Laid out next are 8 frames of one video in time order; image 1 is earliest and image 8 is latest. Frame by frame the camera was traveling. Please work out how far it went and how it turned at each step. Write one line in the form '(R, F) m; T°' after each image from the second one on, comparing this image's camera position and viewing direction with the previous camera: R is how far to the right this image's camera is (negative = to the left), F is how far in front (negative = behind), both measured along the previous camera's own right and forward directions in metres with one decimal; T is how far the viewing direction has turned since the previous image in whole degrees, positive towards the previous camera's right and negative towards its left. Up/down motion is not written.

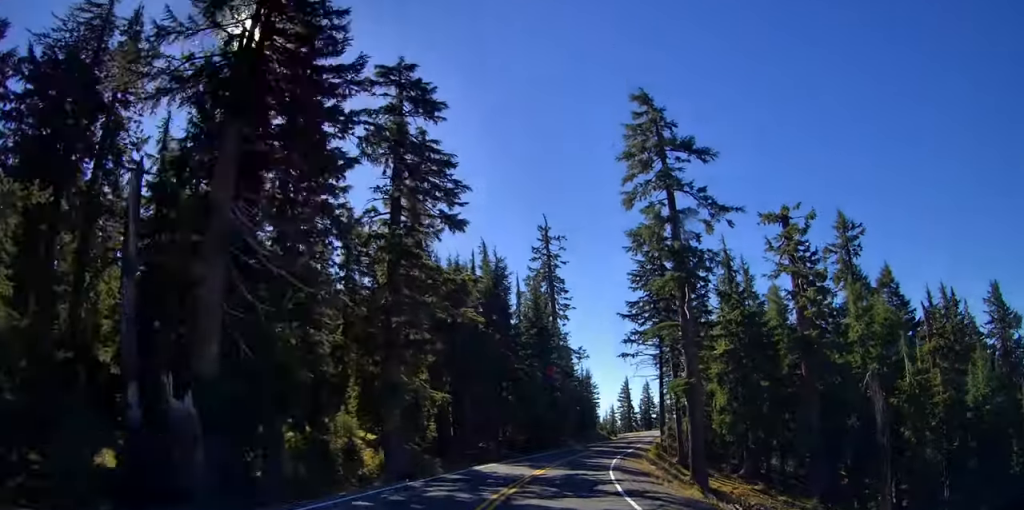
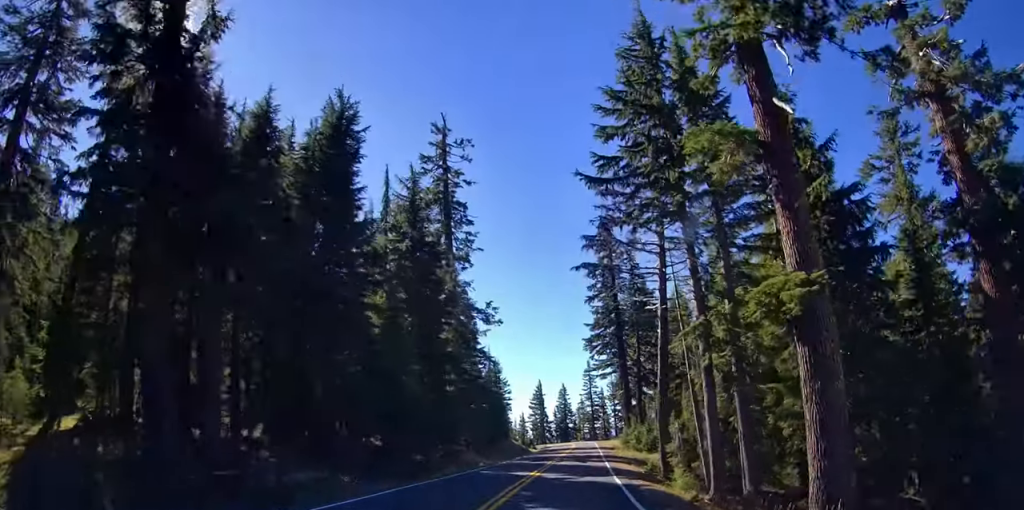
(+1.6, +31.1) m; +5°
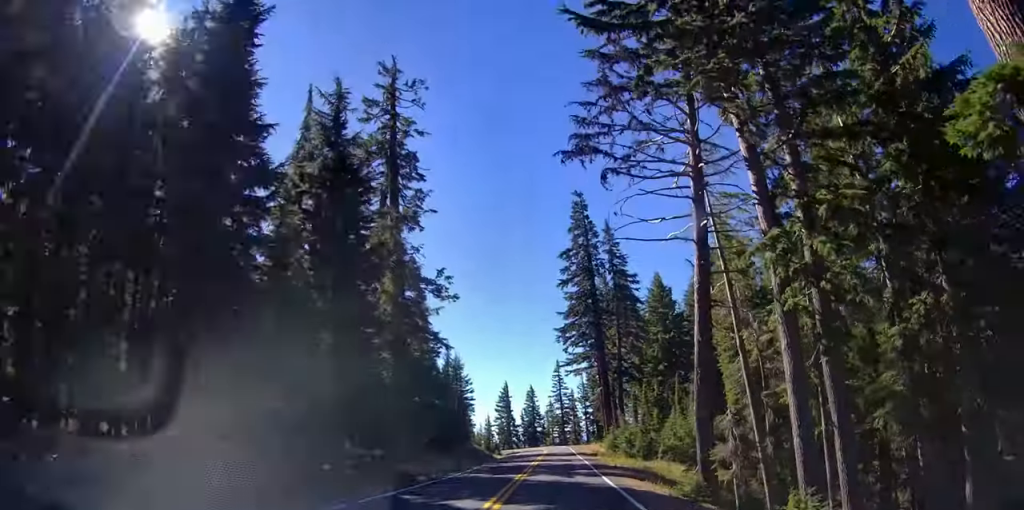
(+0.4, +10.5) m; +2°
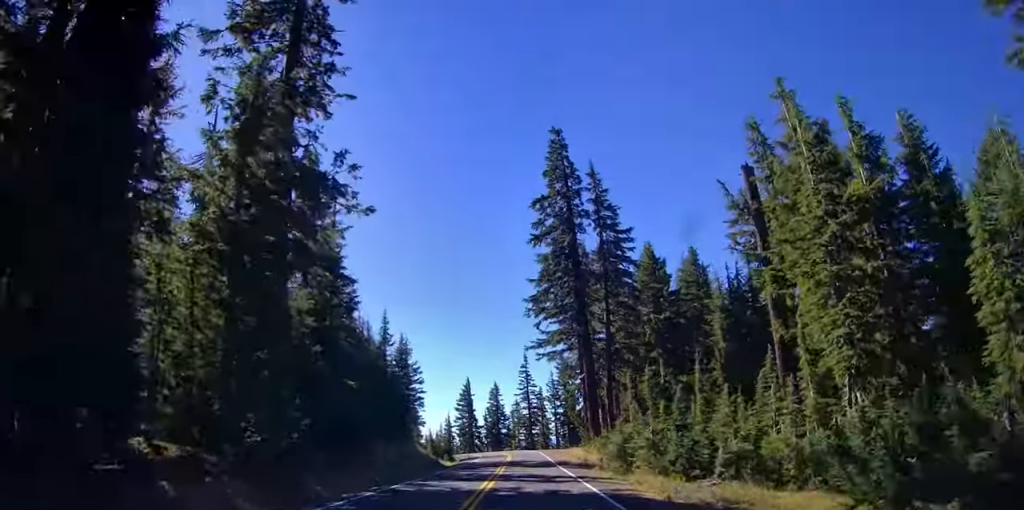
(+0.3, +16.5) m; +2°
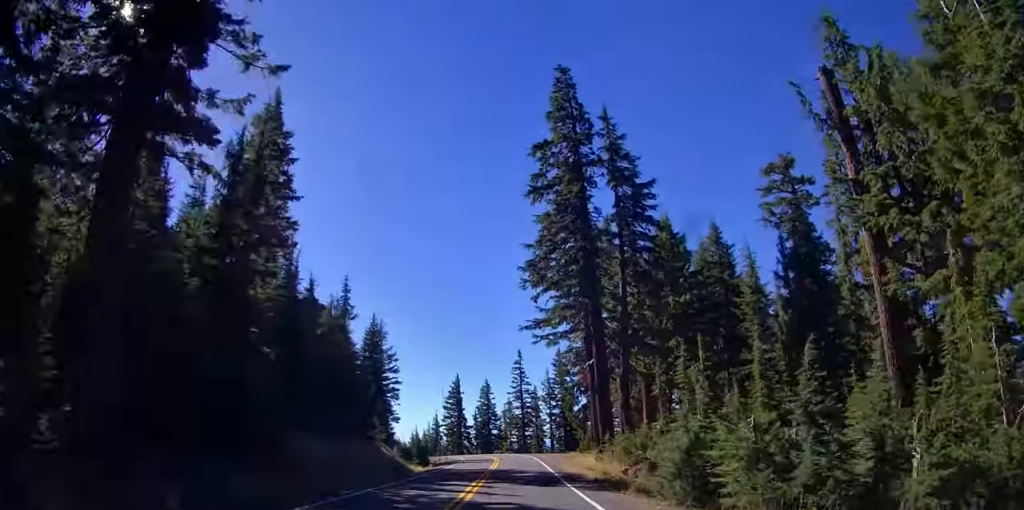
(-0.1, +11.2) m; +2°
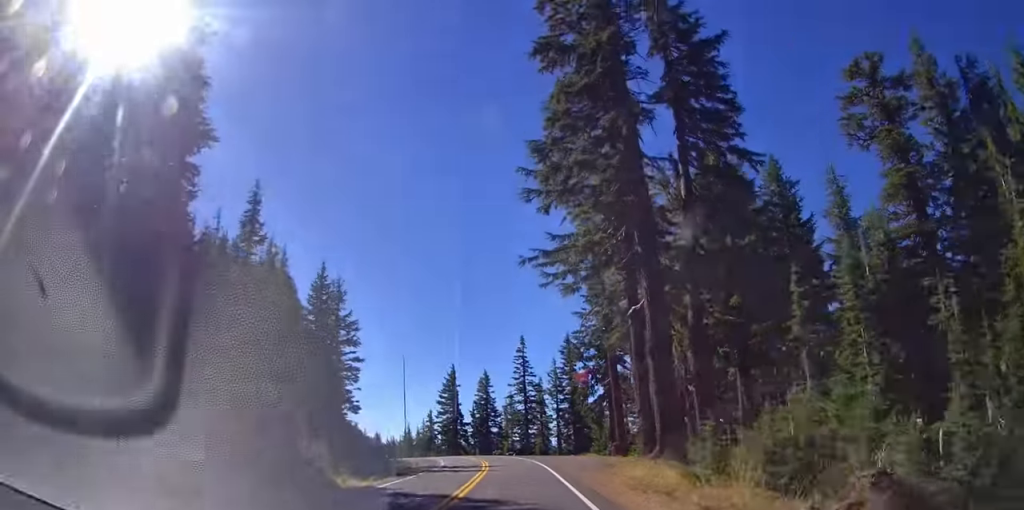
(+0.7, +17.0) m; +3°
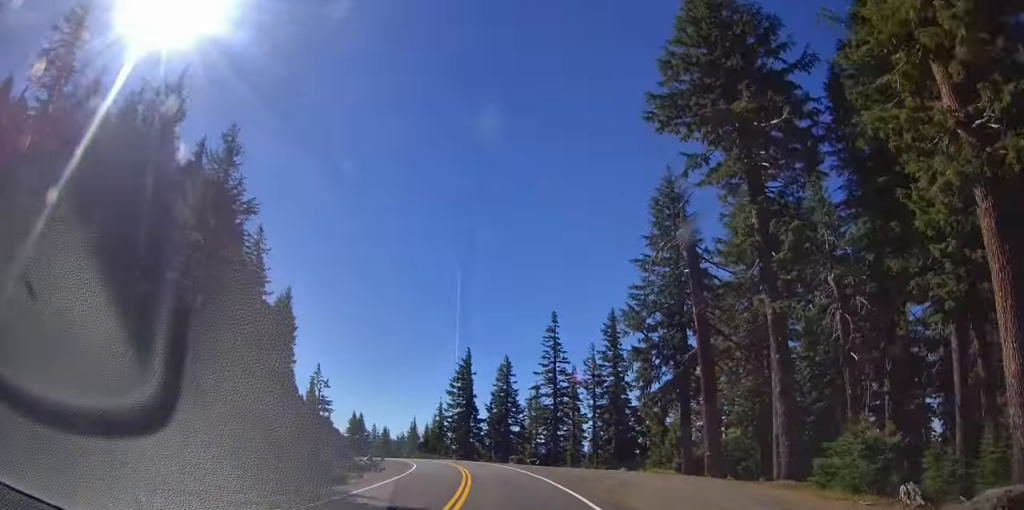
(-0.6, +25.1) m; -5°
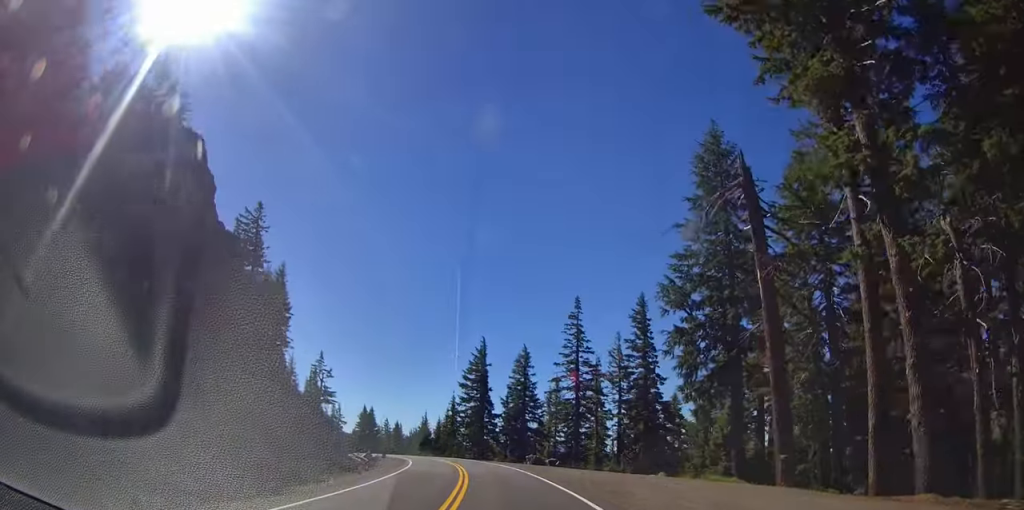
(0.0, +8.8) m; -3°
